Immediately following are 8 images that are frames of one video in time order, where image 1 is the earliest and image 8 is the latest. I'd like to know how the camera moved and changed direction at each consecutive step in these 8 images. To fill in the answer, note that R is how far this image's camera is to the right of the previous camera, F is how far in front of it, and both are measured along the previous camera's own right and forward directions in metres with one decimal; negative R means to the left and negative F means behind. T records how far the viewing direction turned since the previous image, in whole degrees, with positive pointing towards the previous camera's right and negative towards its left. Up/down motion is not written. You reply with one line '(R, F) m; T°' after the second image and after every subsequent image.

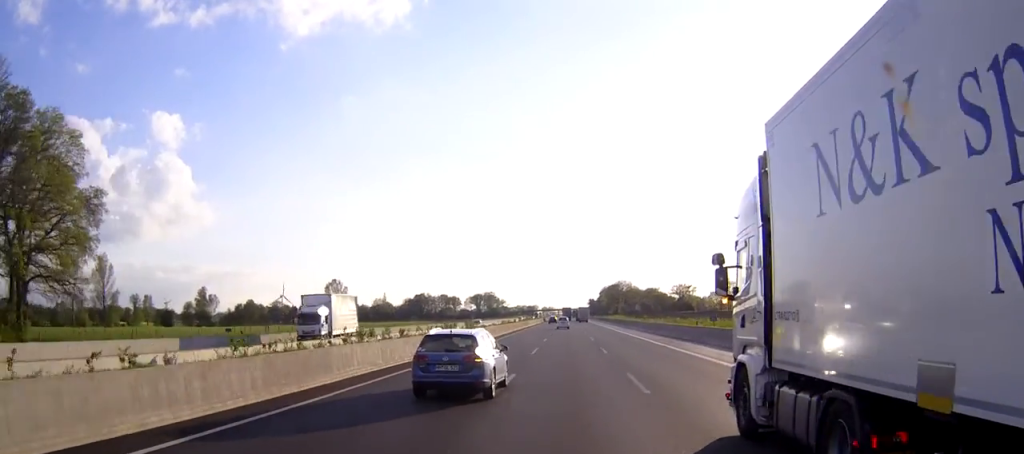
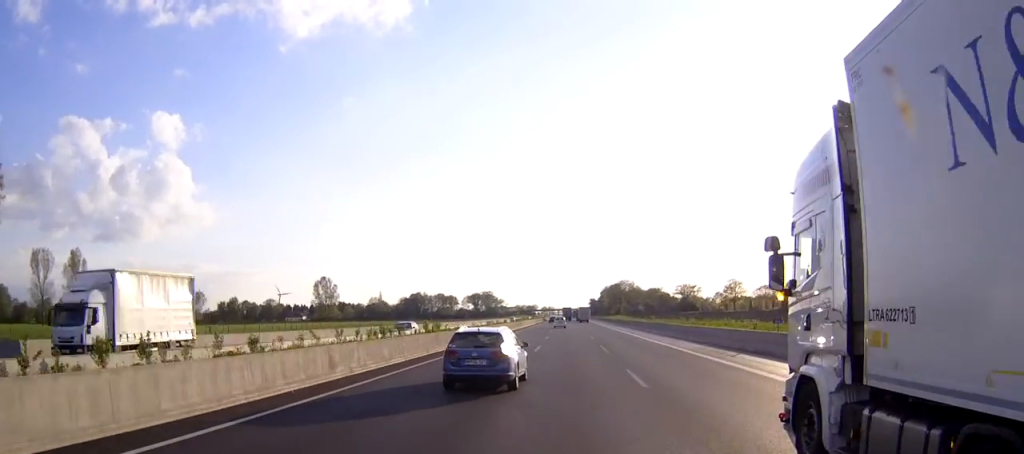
(0.0, +16.7) m; 0°
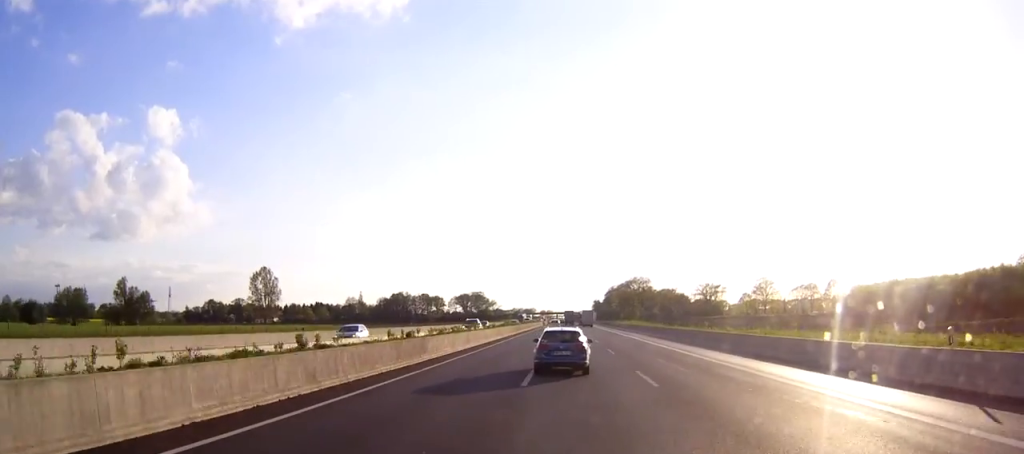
(0.0, +70.4) m; 0°
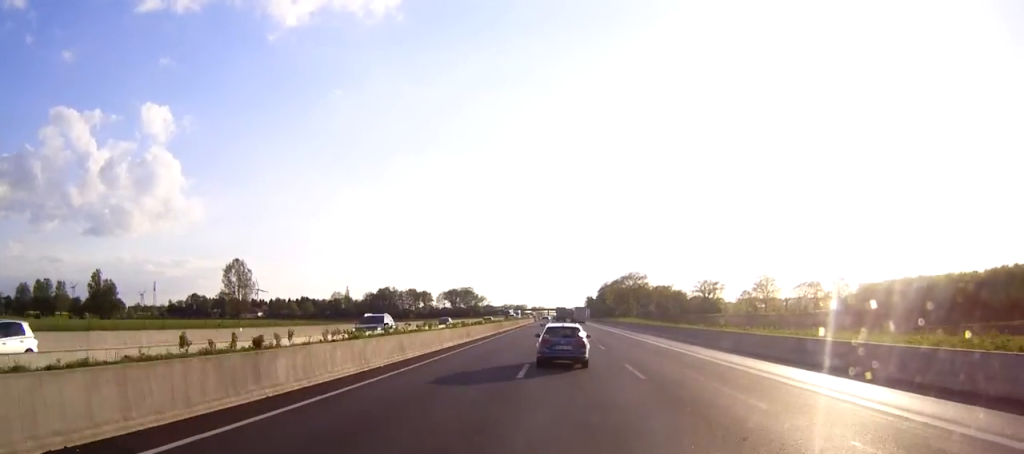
(+0.1, +16.5) m; 0°
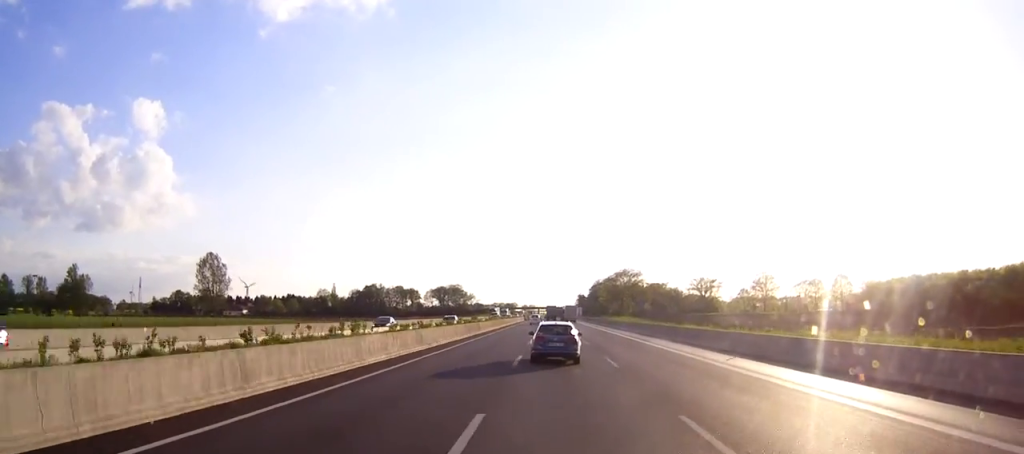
(0.0, +13.6) m; 0°
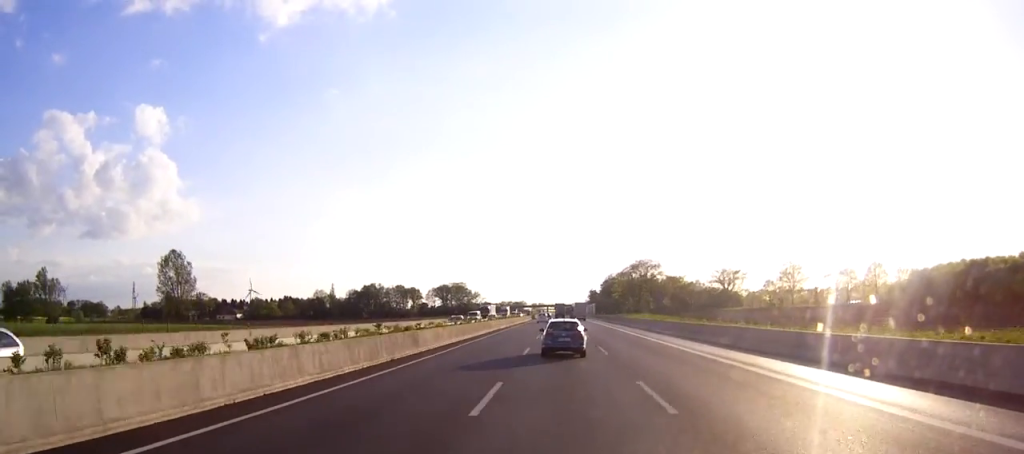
(0.0, +30.0) m; 0°
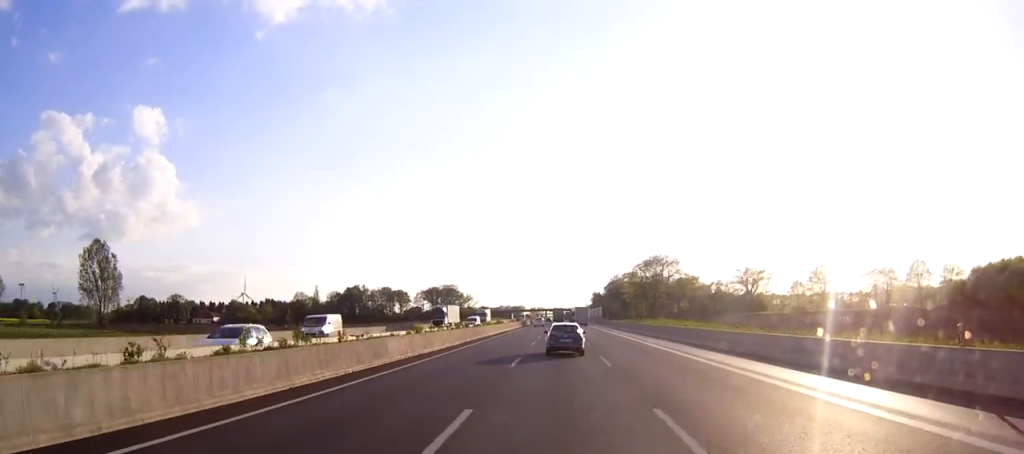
(0.0, +40.5) m; 0°
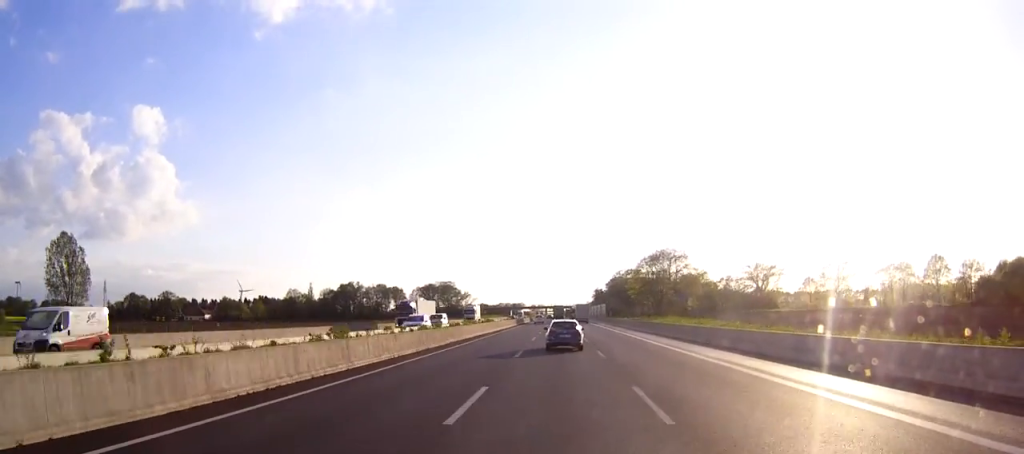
(-0.1, +14.5) m; 0°
